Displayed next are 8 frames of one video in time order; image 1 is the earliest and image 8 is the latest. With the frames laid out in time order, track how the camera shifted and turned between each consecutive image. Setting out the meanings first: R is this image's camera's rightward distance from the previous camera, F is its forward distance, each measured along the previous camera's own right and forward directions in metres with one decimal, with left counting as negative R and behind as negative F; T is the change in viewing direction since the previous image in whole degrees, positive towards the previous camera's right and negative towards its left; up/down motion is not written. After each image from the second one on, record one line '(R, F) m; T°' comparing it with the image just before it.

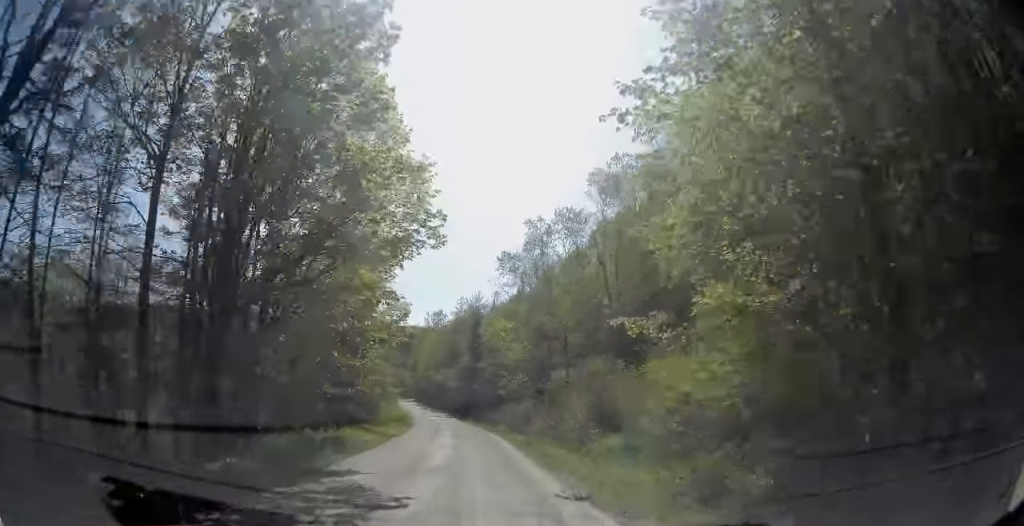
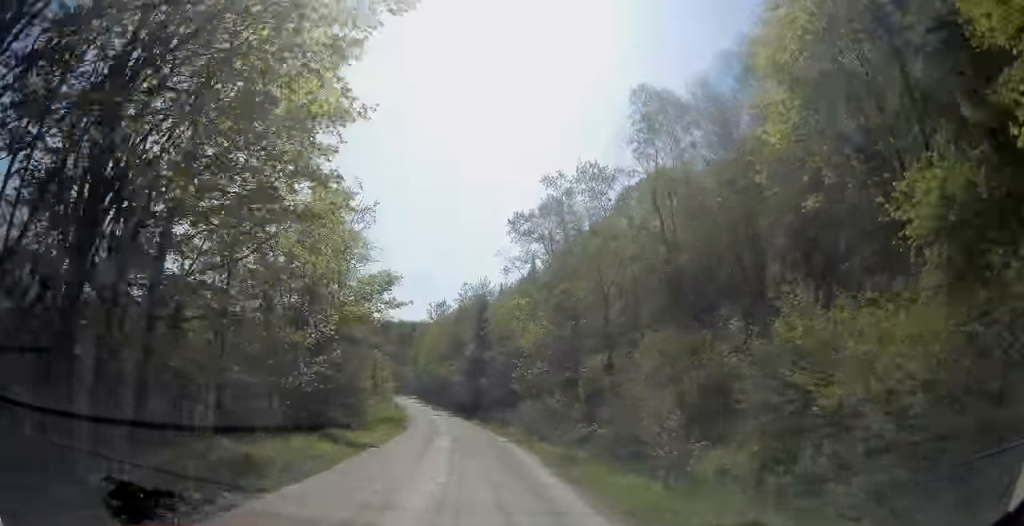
(0.0, +10.3) m; -1°
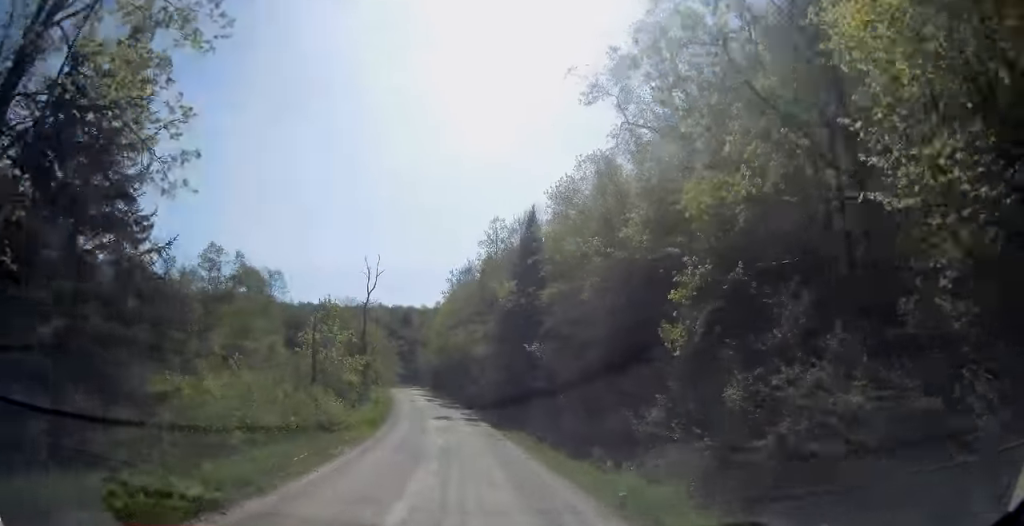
(-1.5, +33.0) m; -5°
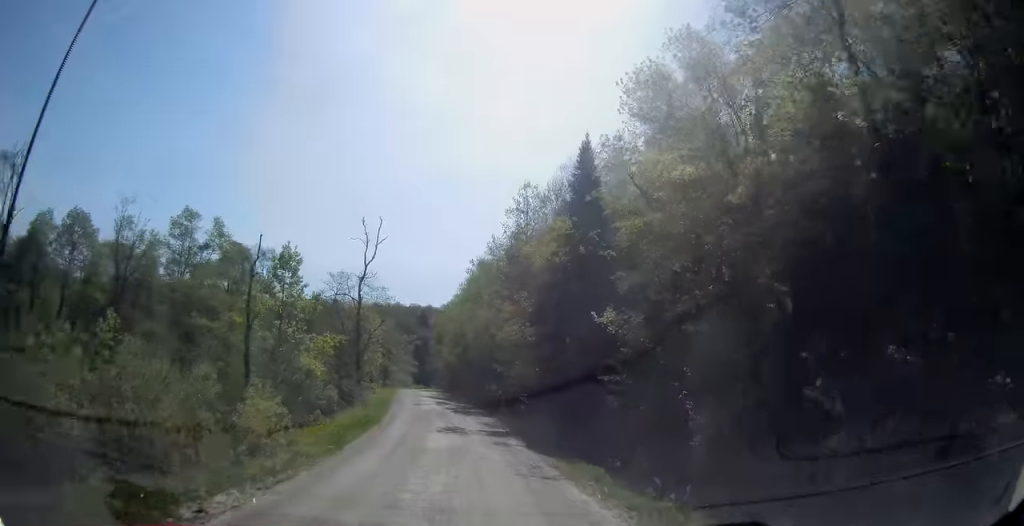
(-0.2, +12.6) m; -3°
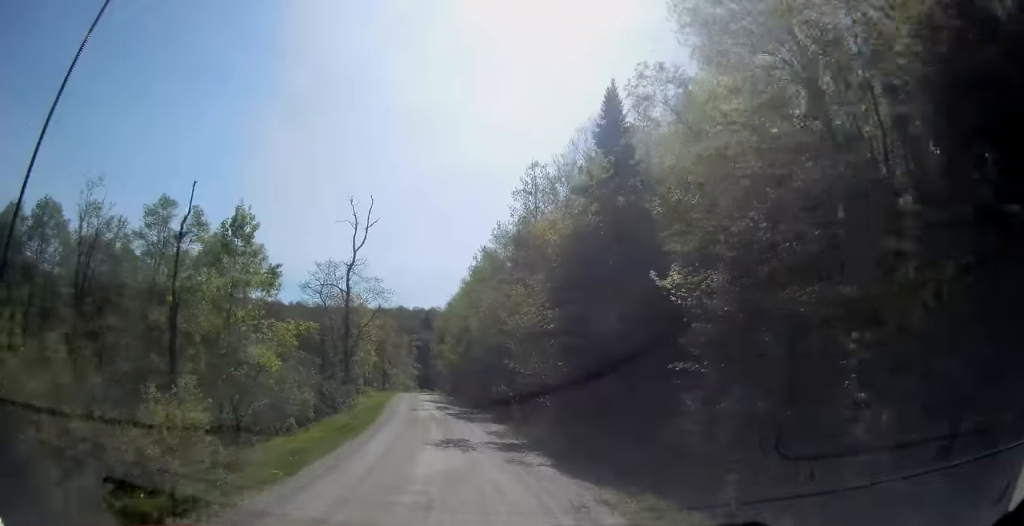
(0.0, +5.8) m; -2°
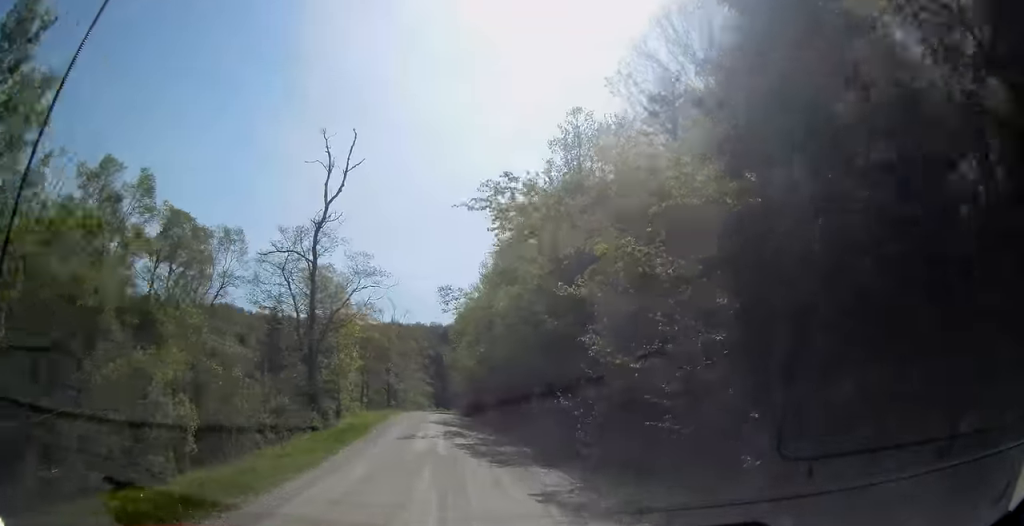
(-0.4, +13.0) m; -2°
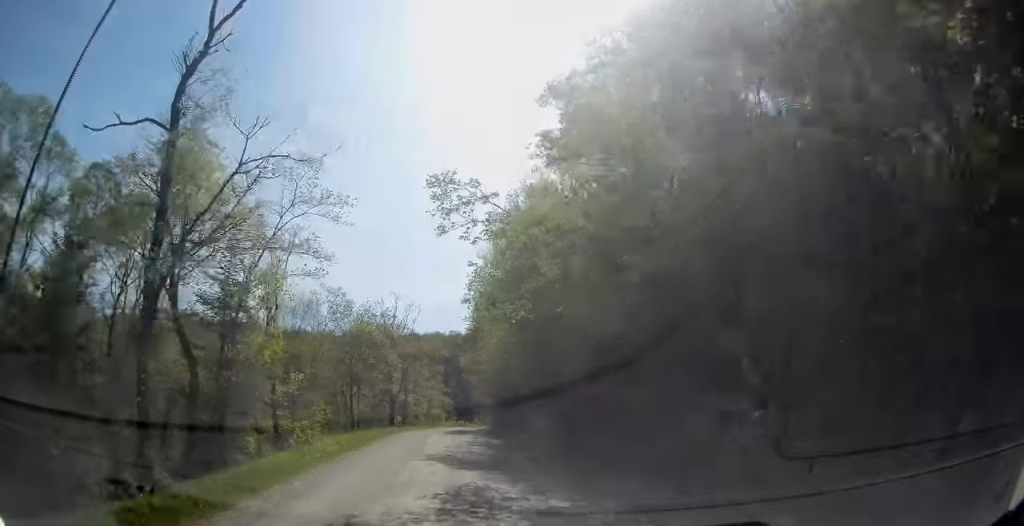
(0.0, +14.9) m; 0°
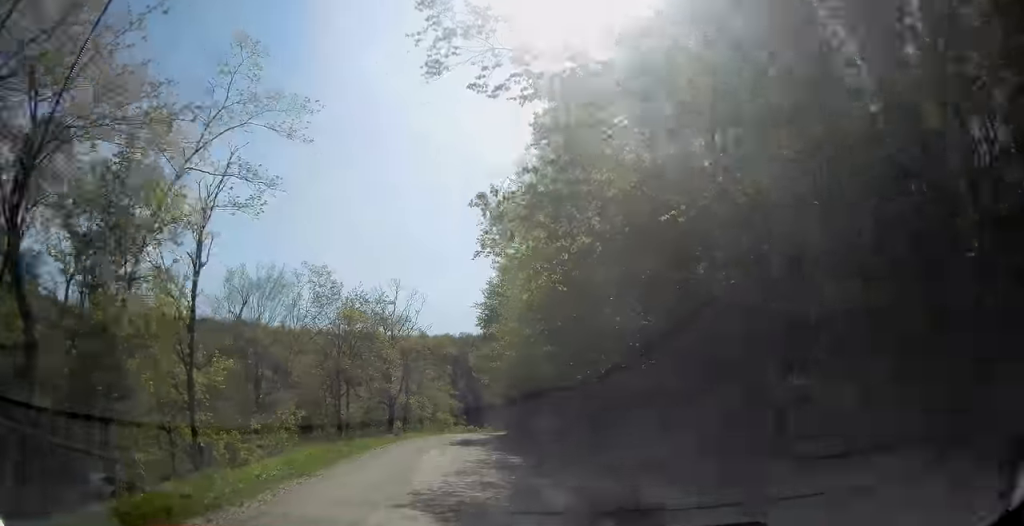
(0.0, +7.3) m; -1°
